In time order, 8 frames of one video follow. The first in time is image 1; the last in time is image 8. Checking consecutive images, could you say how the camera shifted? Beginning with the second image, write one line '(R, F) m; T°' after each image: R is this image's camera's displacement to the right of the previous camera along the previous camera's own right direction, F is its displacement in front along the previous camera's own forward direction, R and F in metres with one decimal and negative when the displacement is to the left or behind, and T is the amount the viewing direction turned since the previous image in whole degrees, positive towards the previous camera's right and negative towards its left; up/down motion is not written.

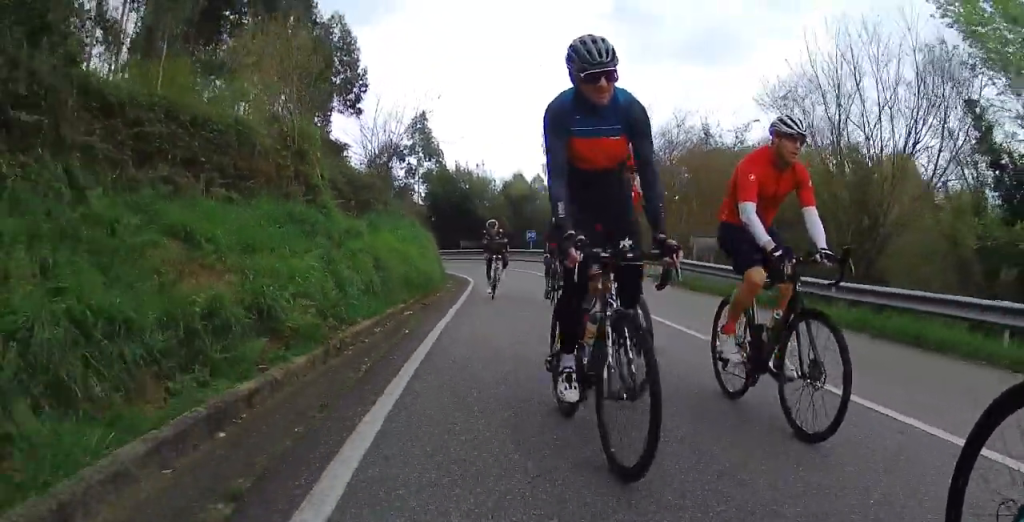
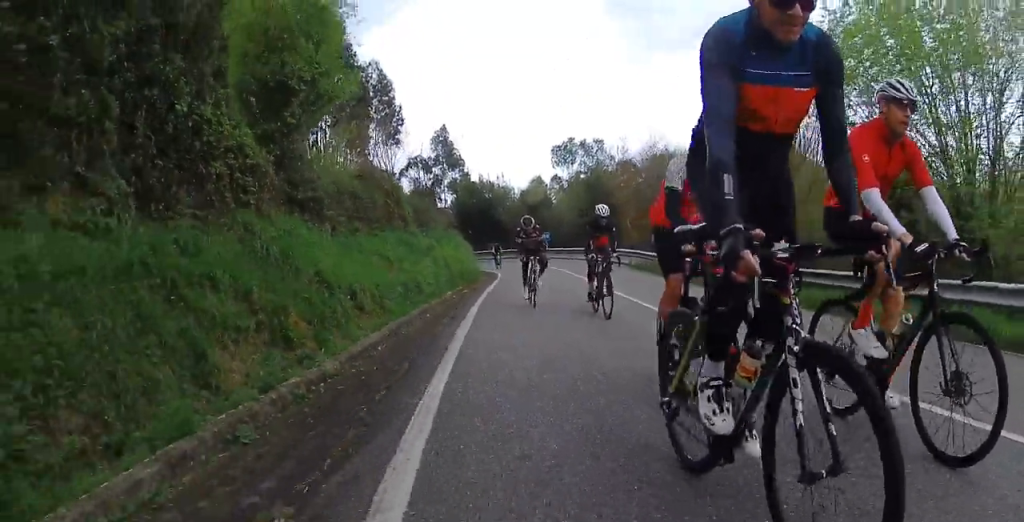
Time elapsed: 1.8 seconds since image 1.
(0.0, +7.7) m; 0°
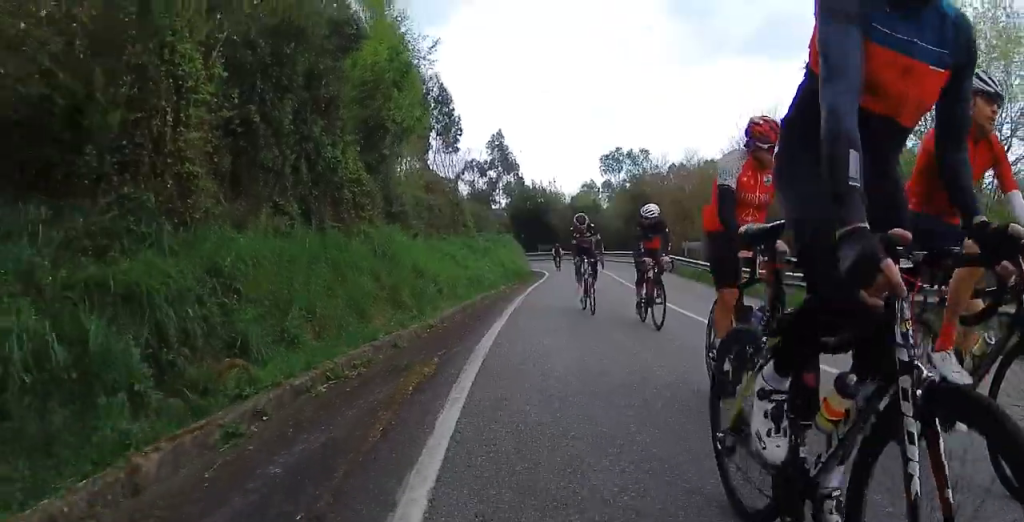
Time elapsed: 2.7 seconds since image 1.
(0.0, +3.5) m; +1°
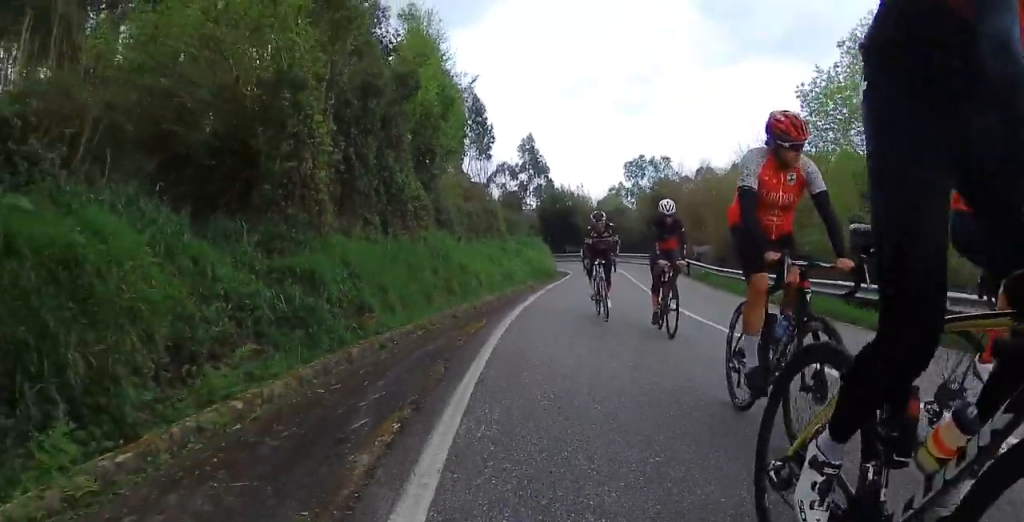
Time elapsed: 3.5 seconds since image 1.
(0.0, +3.1) m; -3°
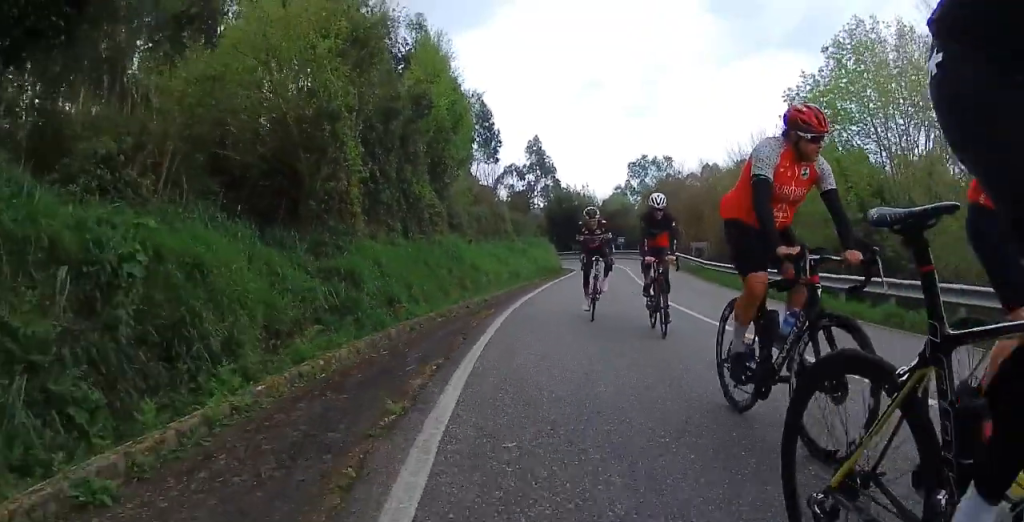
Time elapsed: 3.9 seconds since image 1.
(0.0, +1.6) m; -2°
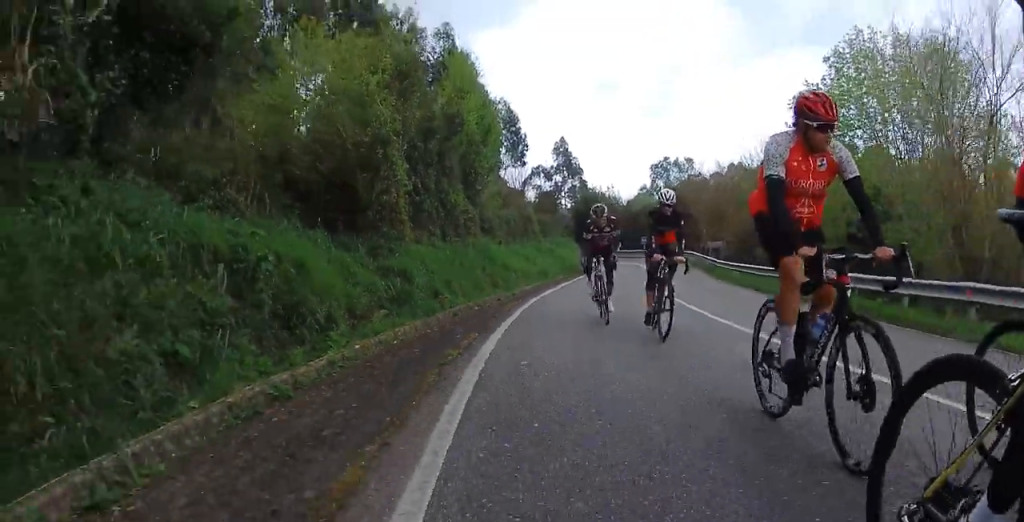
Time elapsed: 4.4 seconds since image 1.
(-0.2, +2.2) m; -3°
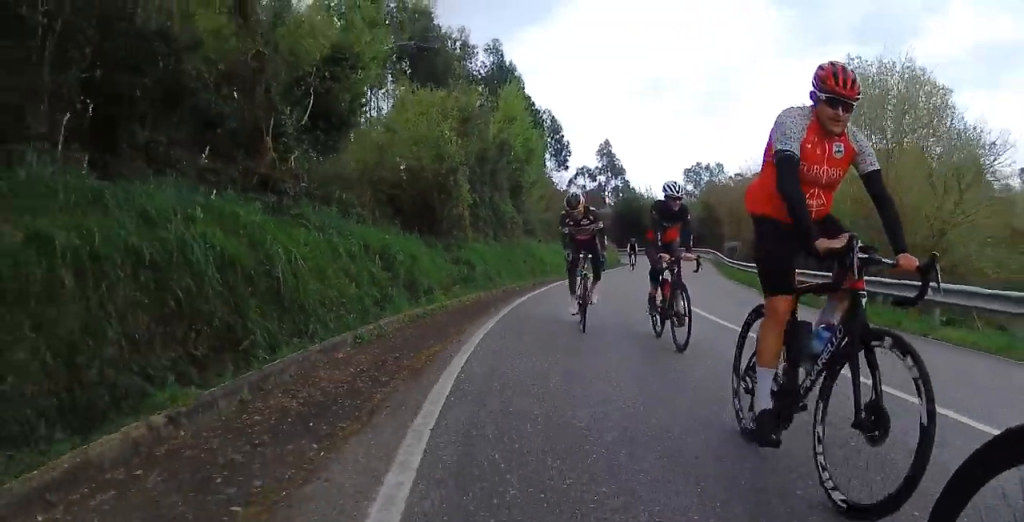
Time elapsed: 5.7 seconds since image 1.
(-0.2, +5.3) m; -3°
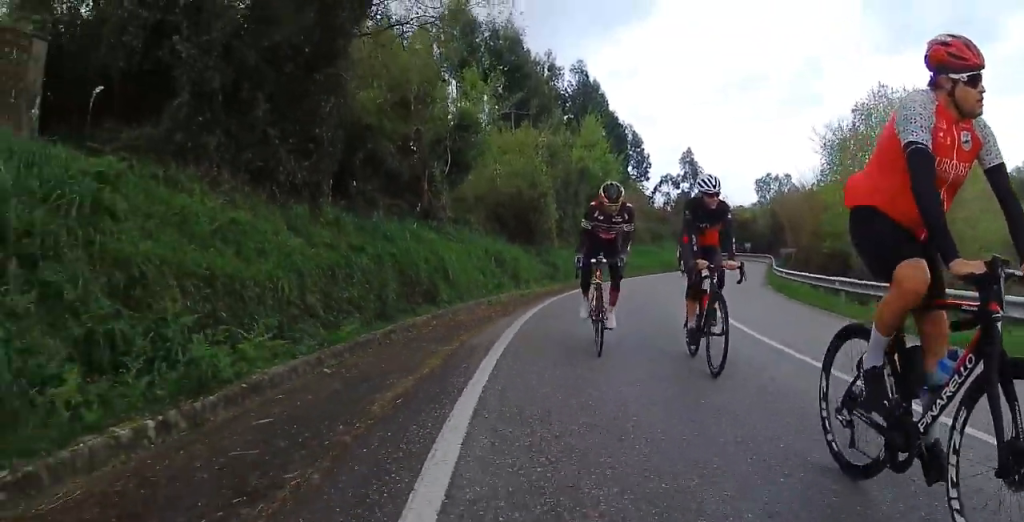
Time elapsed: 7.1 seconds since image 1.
(-0.1, +6.1) m; -4°
